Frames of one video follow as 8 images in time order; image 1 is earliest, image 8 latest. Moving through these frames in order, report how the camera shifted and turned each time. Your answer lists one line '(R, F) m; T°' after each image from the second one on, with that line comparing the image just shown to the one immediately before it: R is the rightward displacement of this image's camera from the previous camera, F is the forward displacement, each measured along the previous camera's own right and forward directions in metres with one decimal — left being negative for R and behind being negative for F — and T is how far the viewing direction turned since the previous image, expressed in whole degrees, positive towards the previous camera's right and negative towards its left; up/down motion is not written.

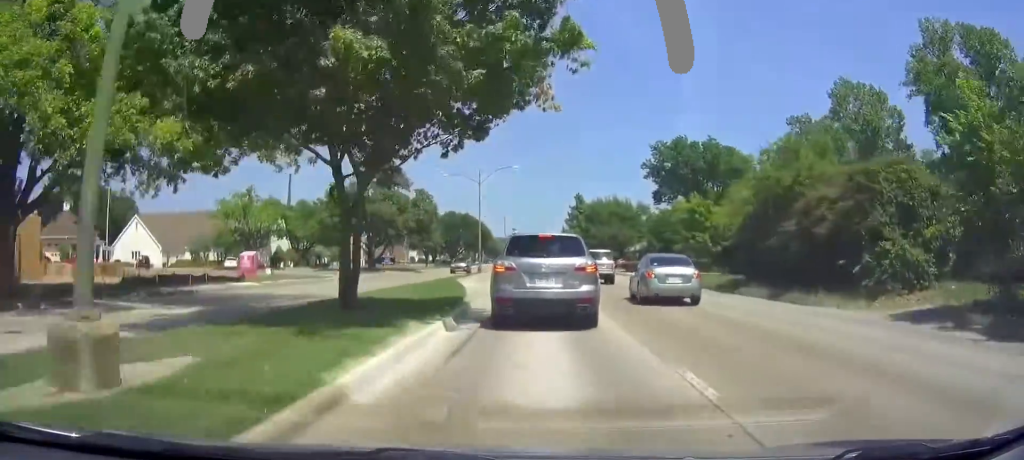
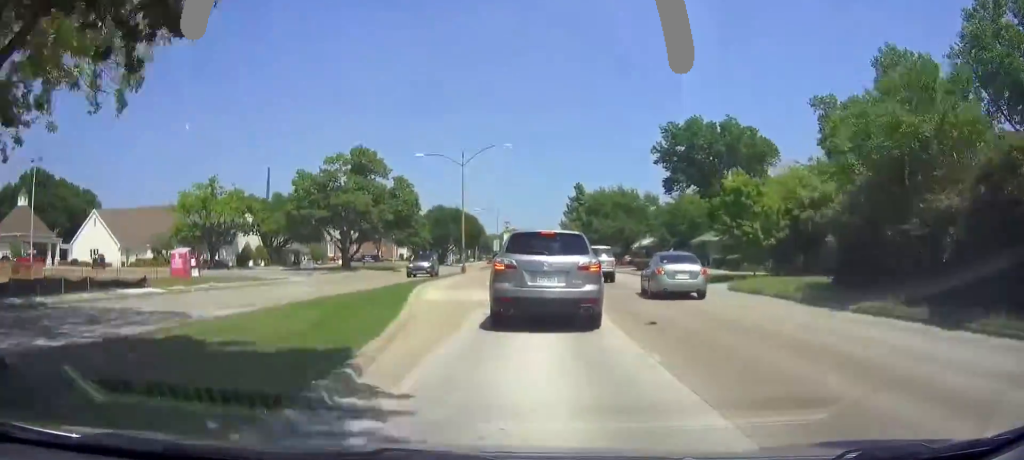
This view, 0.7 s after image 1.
(+0.1, +12.6) m; -1°
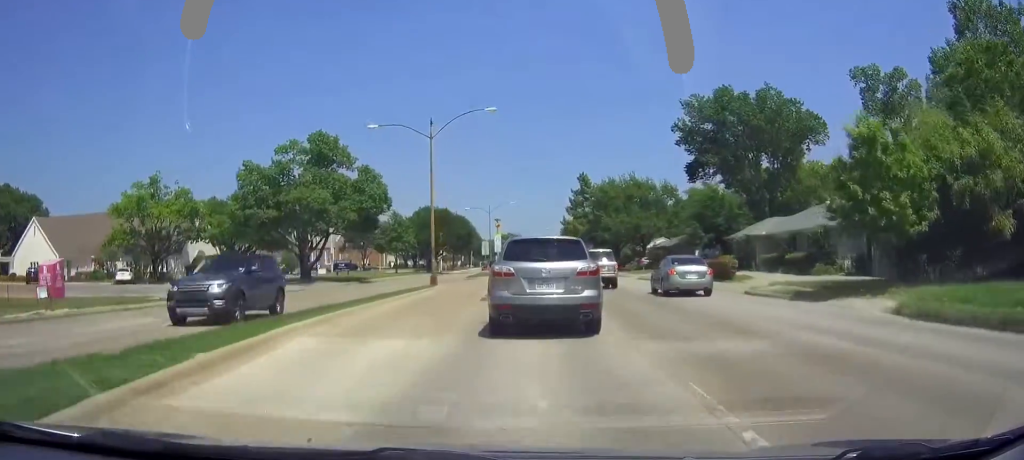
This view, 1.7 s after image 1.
(-0.3, +20.7) m; -1°
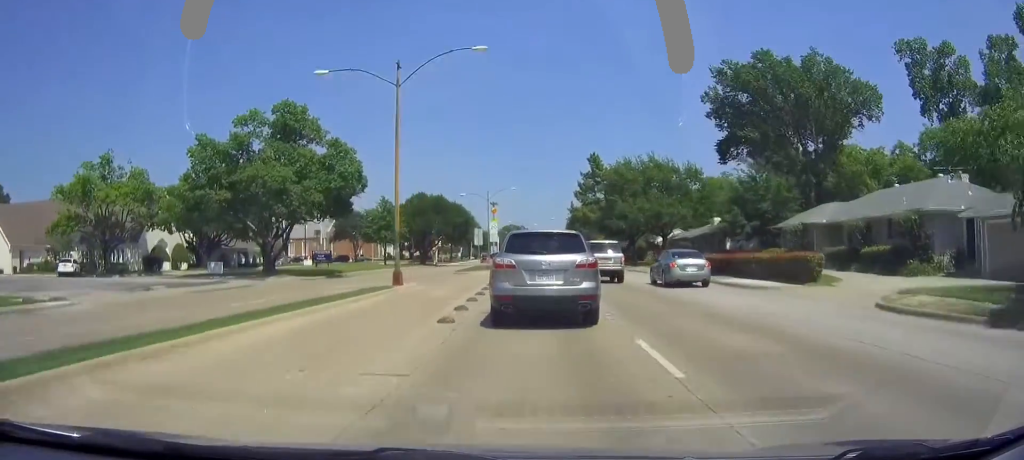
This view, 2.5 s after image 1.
(-0.1, +19.3) m; 0°
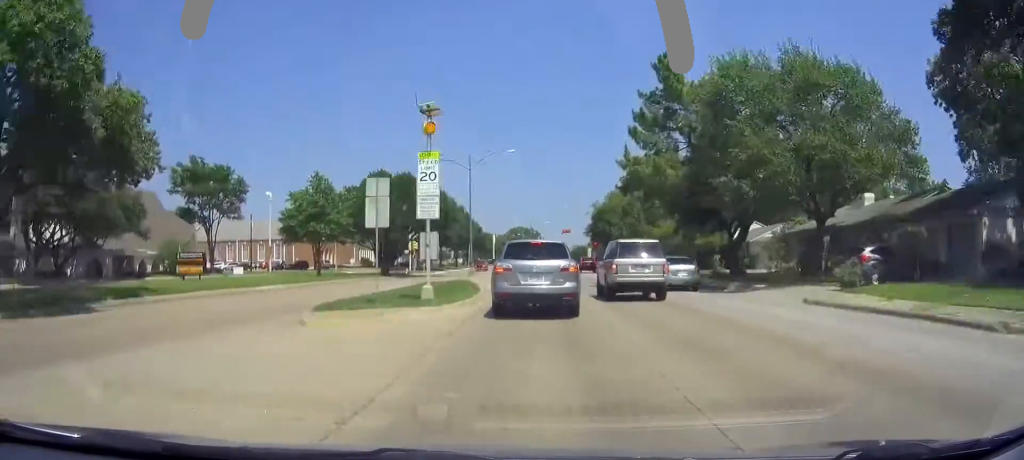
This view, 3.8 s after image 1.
(0.0, +38.6) m; 0°
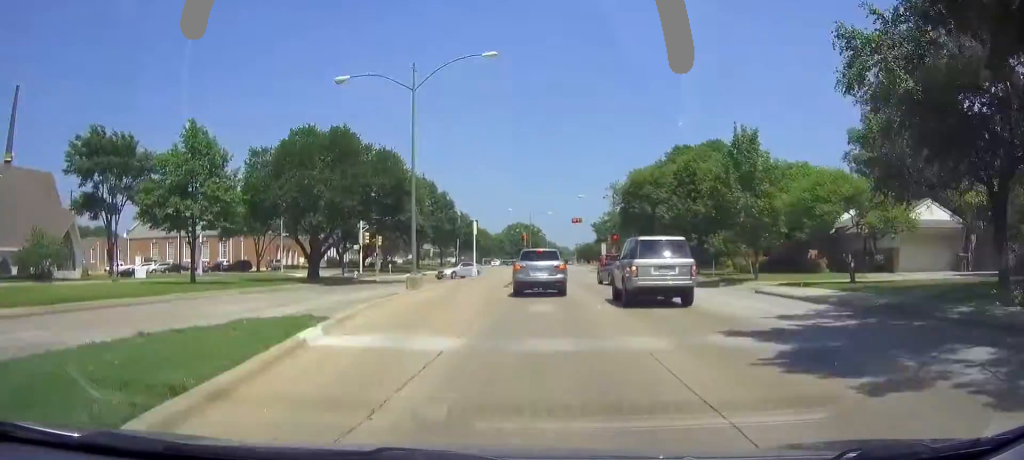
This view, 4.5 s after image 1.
(+0.1, +18.0) m; 0°
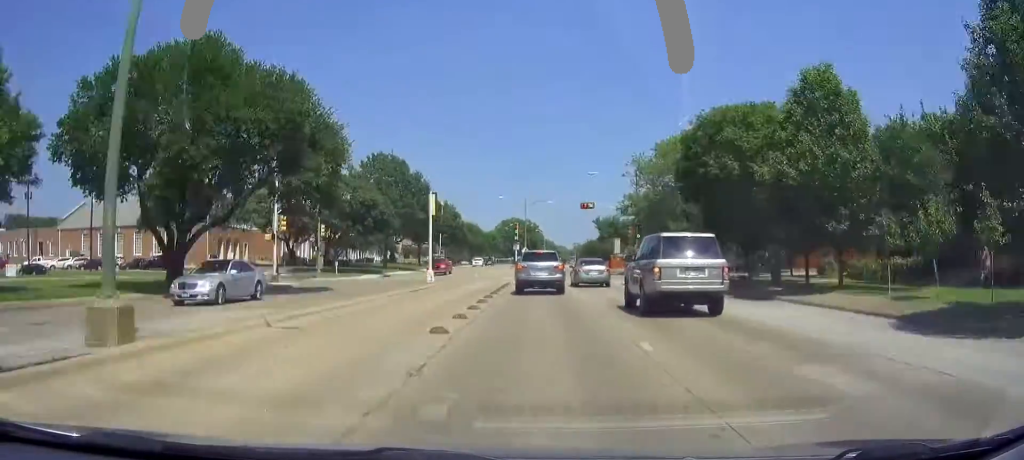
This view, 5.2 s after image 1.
(0.0, +14.5) m; +1°
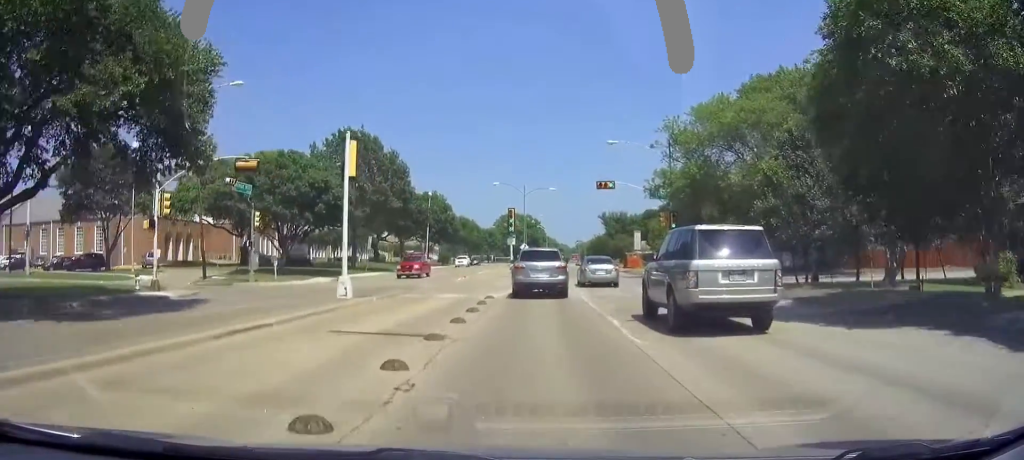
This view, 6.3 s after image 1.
(+0.2, +17.4) m; +1°
